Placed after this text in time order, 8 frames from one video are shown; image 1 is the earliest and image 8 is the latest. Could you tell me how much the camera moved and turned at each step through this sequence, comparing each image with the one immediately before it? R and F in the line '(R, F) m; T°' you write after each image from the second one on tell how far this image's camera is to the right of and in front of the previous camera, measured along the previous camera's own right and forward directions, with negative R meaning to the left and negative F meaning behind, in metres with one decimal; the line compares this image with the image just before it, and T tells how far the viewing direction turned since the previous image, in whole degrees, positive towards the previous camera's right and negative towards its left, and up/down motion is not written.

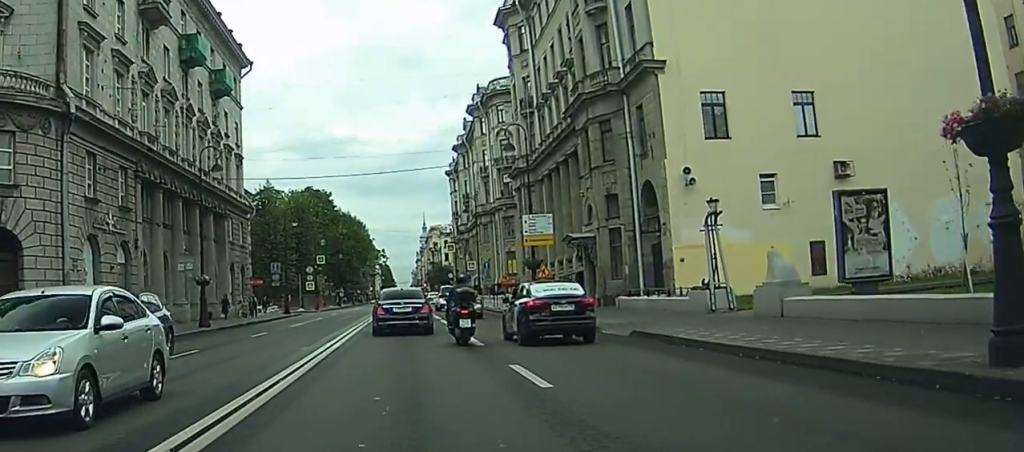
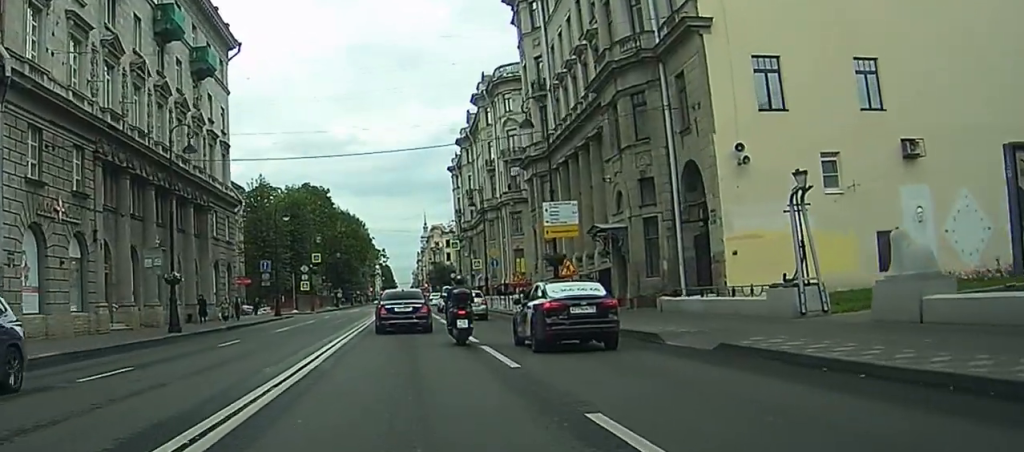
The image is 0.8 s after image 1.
(+0.2, +5.6) m; +1°
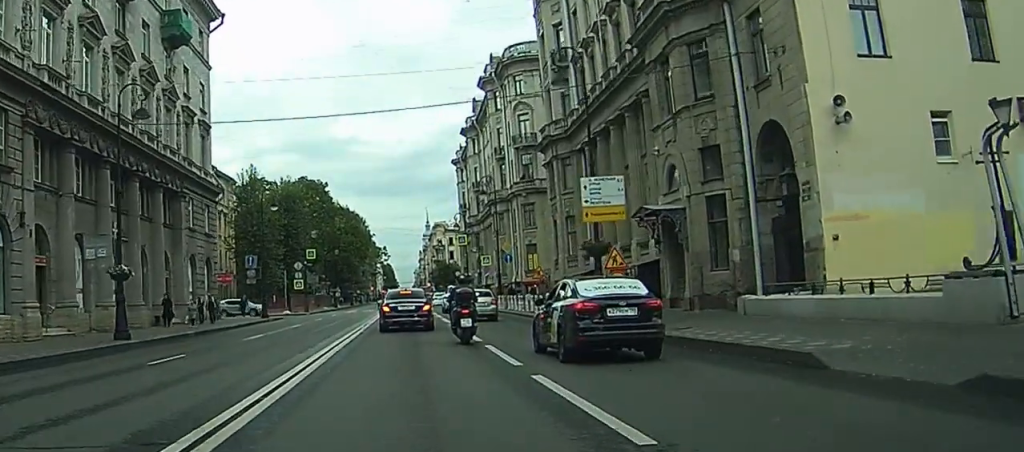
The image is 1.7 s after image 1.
(-0.1, +7.1) m; +1°
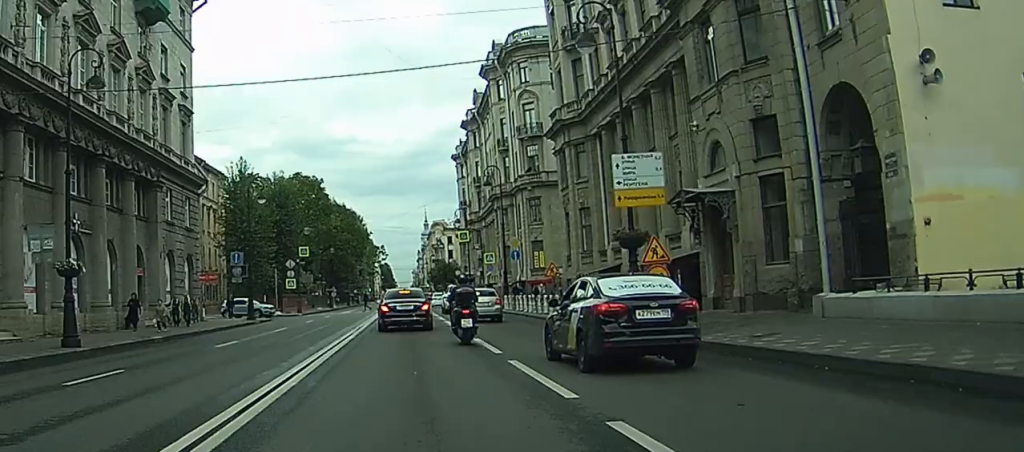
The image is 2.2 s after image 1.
(+0.2, +4.5) m; +1°
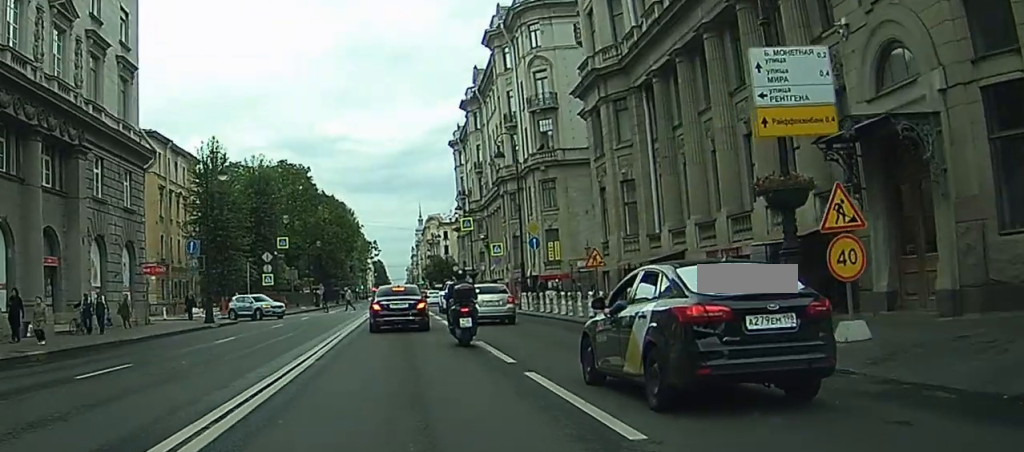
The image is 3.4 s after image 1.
(+0.2, +10.1) m; +1°
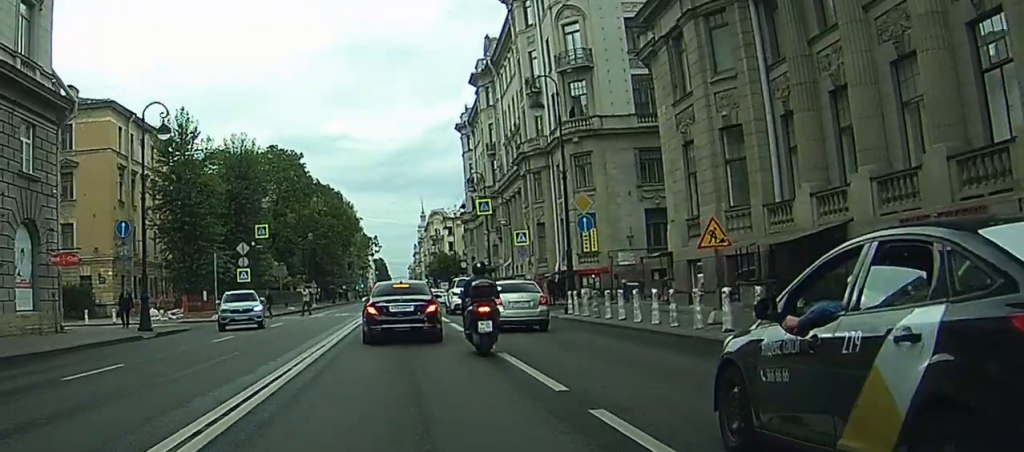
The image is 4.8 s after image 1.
(-0.1, +12.4) m; -1°
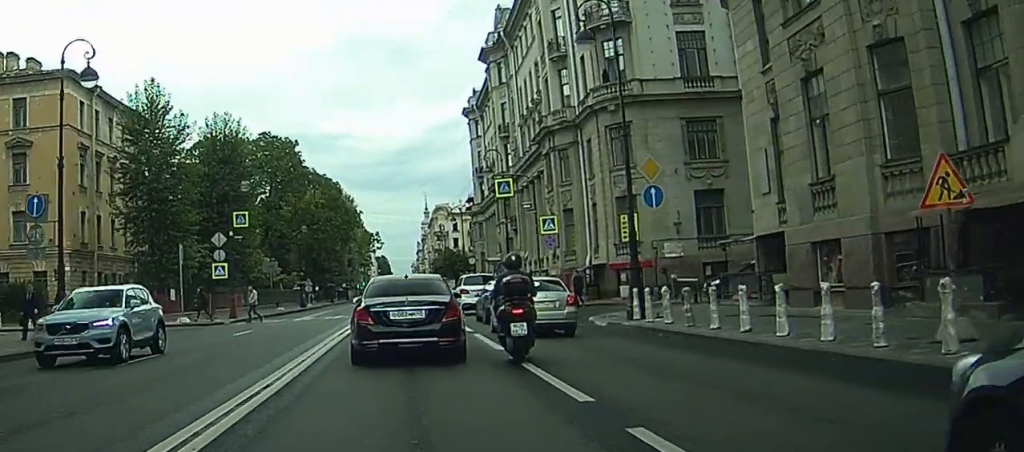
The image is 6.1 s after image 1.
(+0.1, +11.6) m; 0°
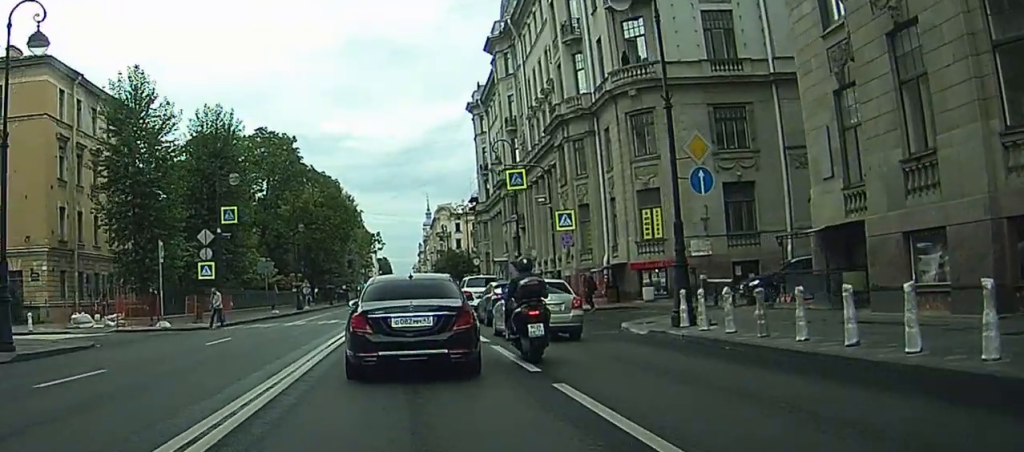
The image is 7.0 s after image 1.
(0.0, +6.6) m; -1°
